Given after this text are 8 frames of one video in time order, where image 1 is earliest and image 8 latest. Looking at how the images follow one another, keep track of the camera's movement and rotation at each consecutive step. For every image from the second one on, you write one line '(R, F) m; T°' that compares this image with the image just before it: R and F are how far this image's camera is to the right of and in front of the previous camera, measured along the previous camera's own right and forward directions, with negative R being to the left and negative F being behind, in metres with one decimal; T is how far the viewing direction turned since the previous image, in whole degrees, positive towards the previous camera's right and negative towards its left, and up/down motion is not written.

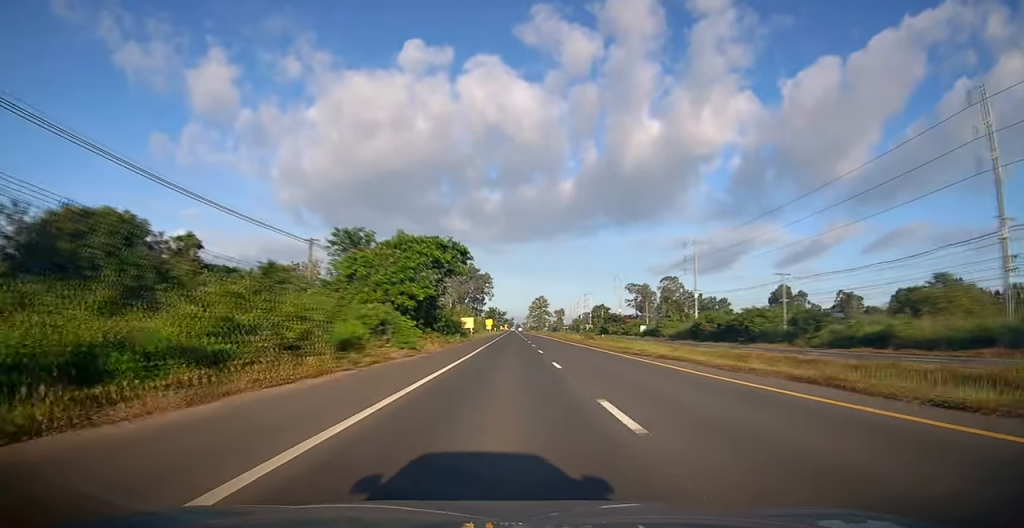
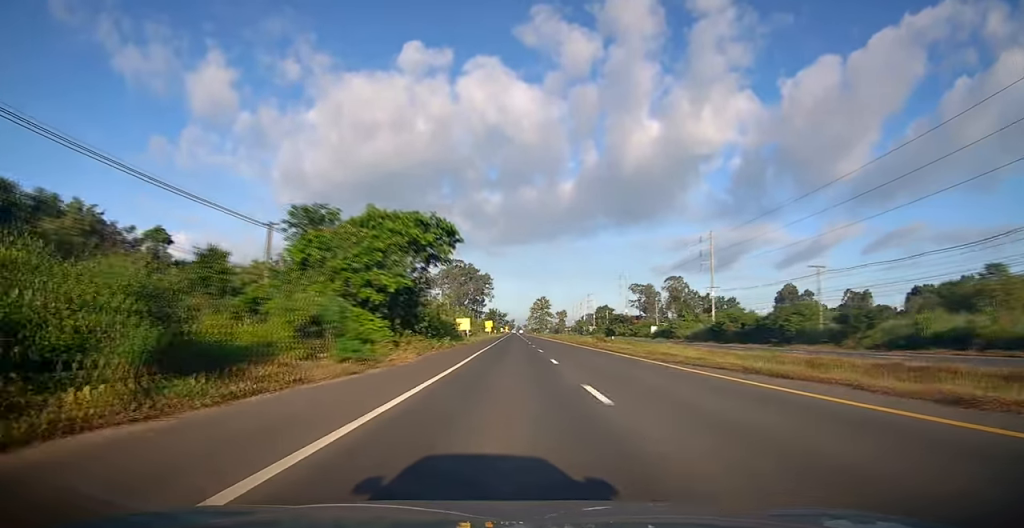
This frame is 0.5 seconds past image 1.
(0.0, +9.0) m; 0°
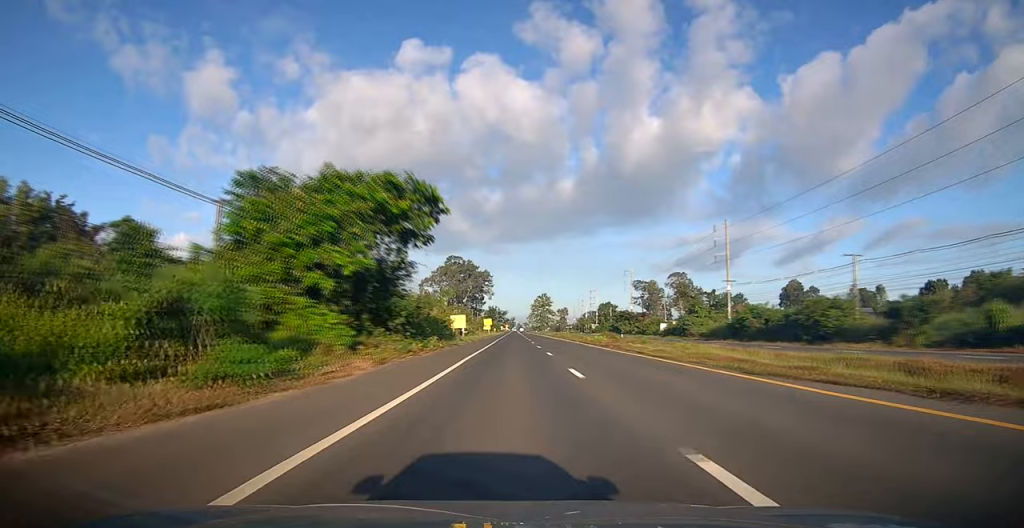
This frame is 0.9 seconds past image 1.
(0.0, +7.5) m; 0°
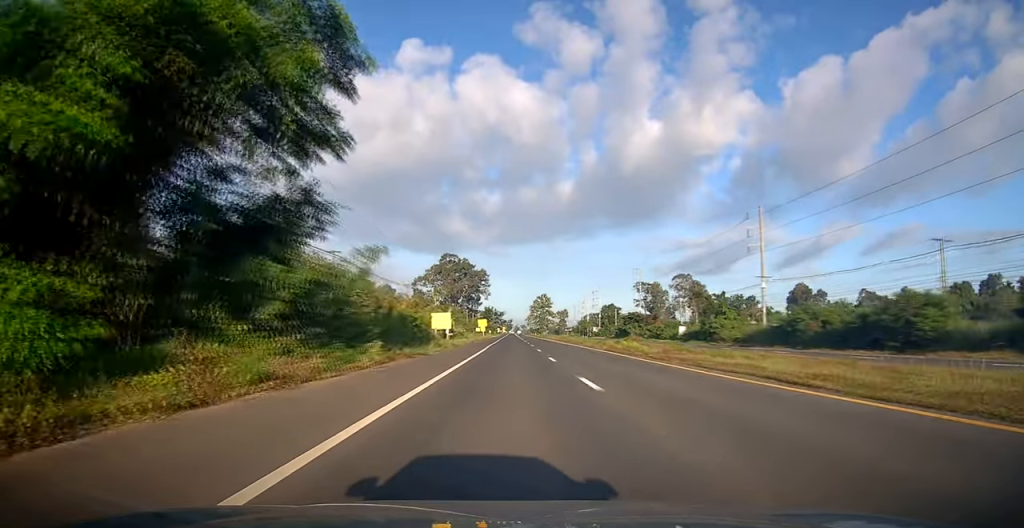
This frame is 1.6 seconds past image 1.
(0.0, +14.3) m; 0°
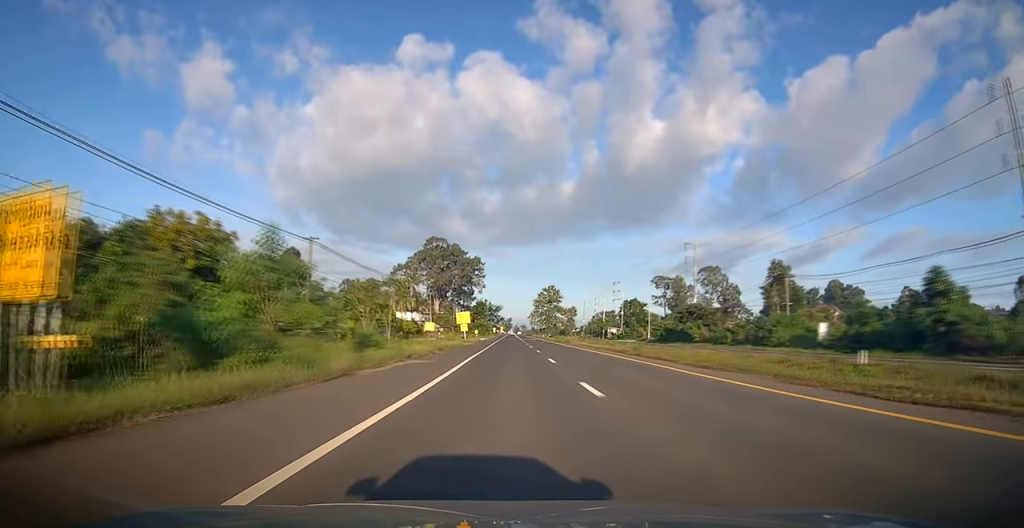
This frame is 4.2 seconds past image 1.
(+0.4, +47.3) m; +1°
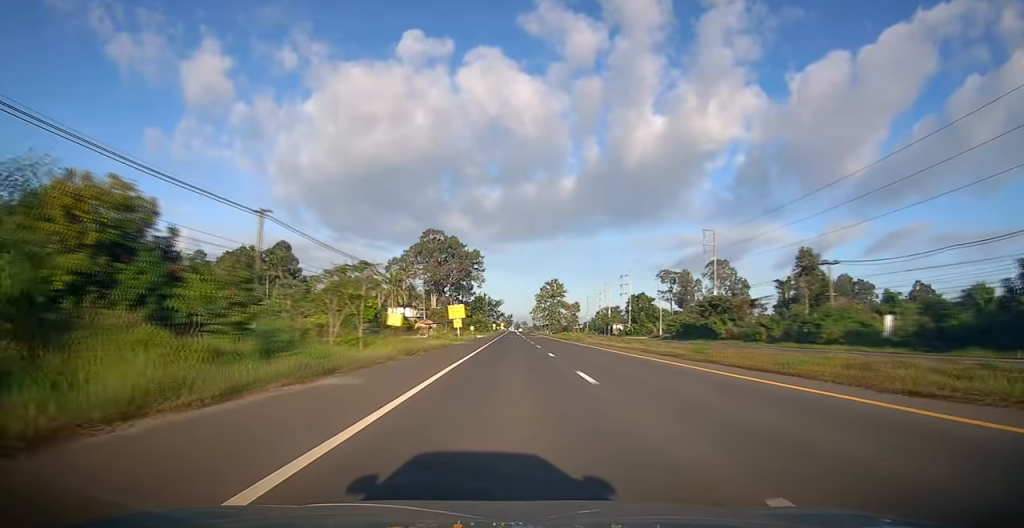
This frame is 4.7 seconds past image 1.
(0.0, +10.5) m; 0°
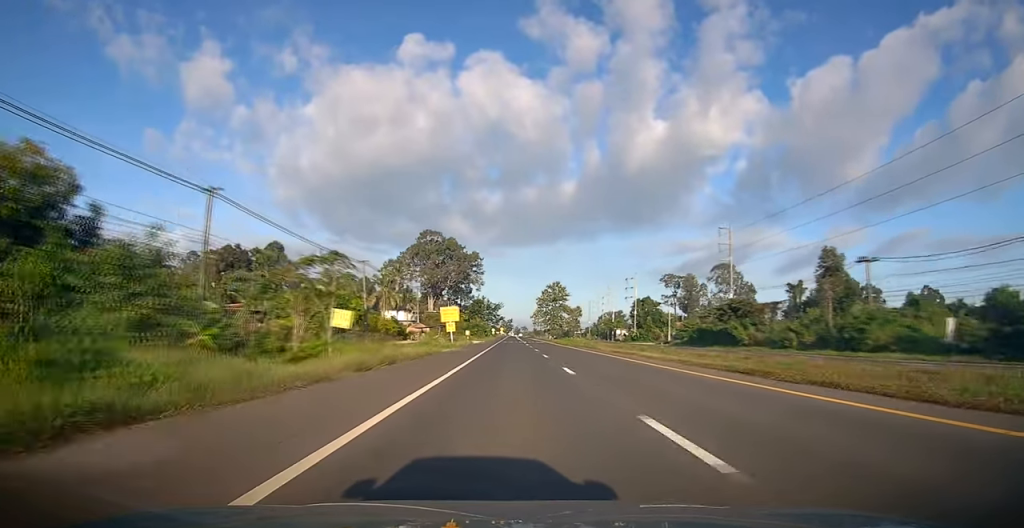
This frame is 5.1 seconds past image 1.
(0.0, +7.5) m; 0°
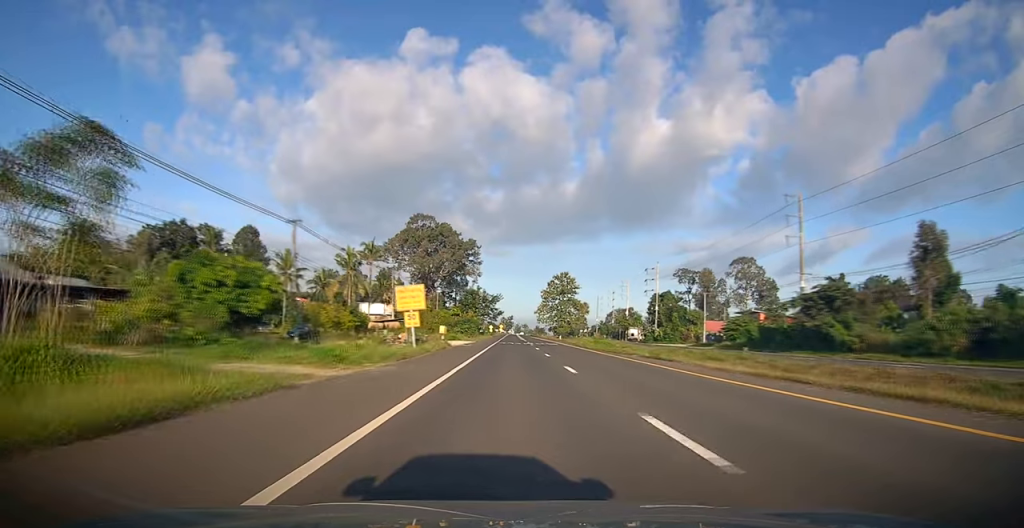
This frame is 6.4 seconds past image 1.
(0.0, +23.3) m; 0°
